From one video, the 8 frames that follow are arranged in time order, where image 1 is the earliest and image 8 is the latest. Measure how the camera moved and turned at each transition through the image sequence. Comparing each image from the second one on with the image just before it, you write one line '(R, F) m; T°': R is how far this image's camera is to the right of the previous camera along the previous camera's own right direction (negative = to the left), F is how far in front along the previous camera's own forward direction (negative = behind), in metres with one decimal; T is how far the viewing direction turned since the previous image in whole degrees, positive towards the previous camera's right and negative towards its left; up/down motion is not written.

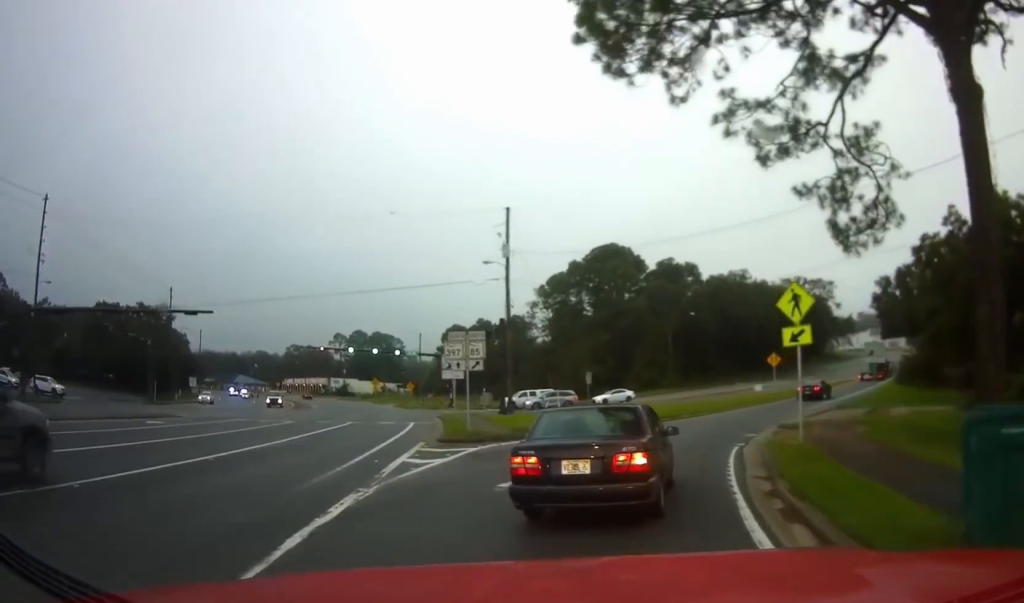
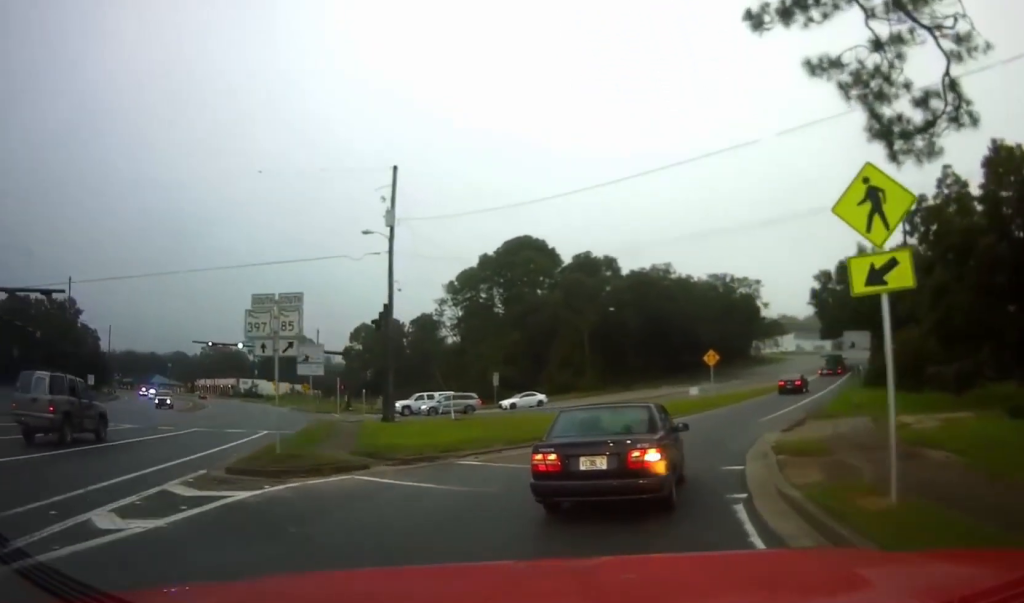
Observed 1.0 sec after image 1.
(+0.2, +7.6) m; +6°
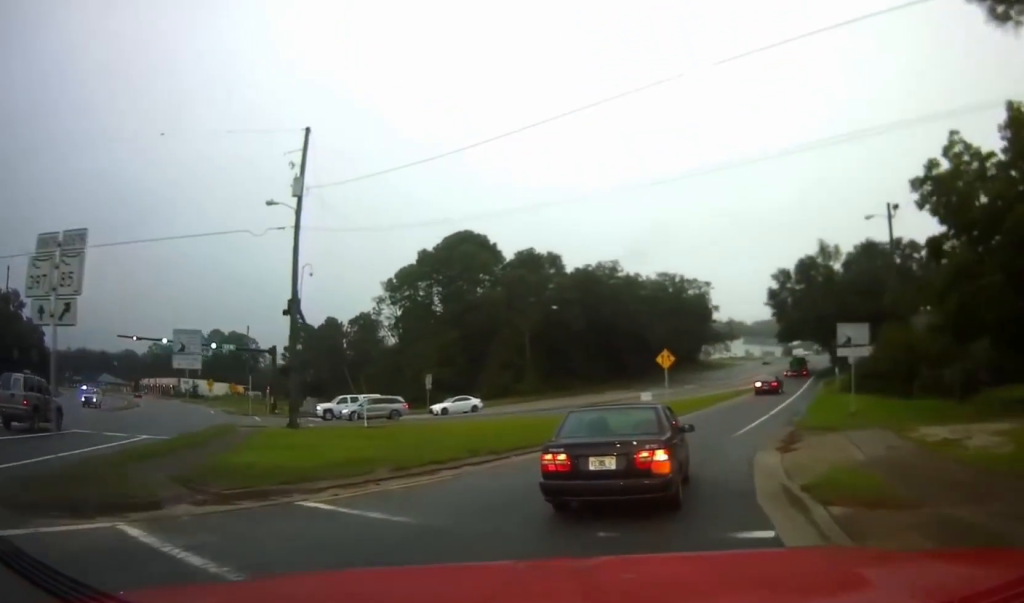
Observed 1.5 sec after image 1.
(+0.2, +5.3) m; +6°
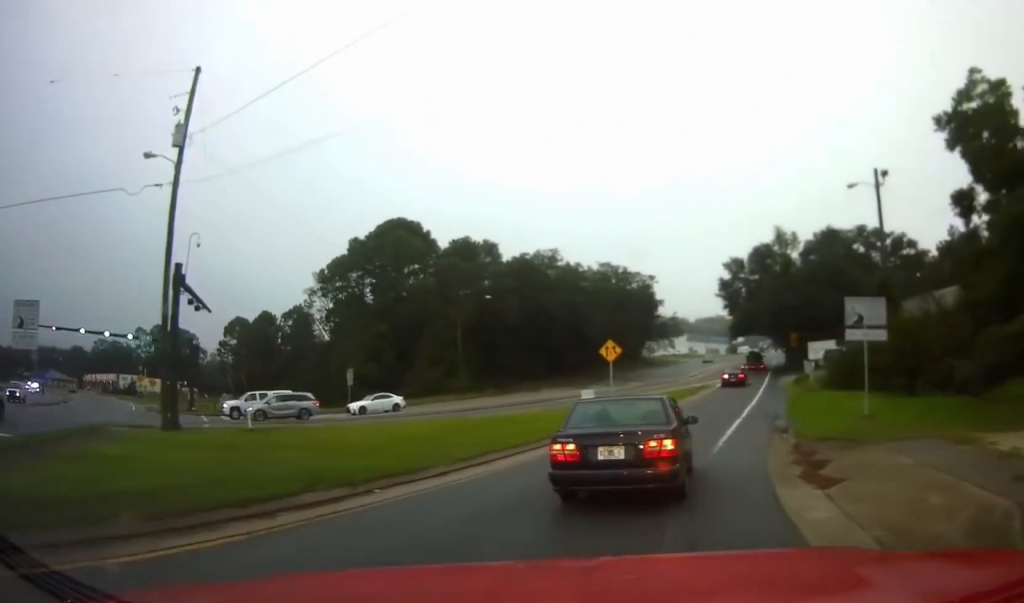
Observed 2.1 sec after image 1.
(+0.3, +6.1) m; +5°
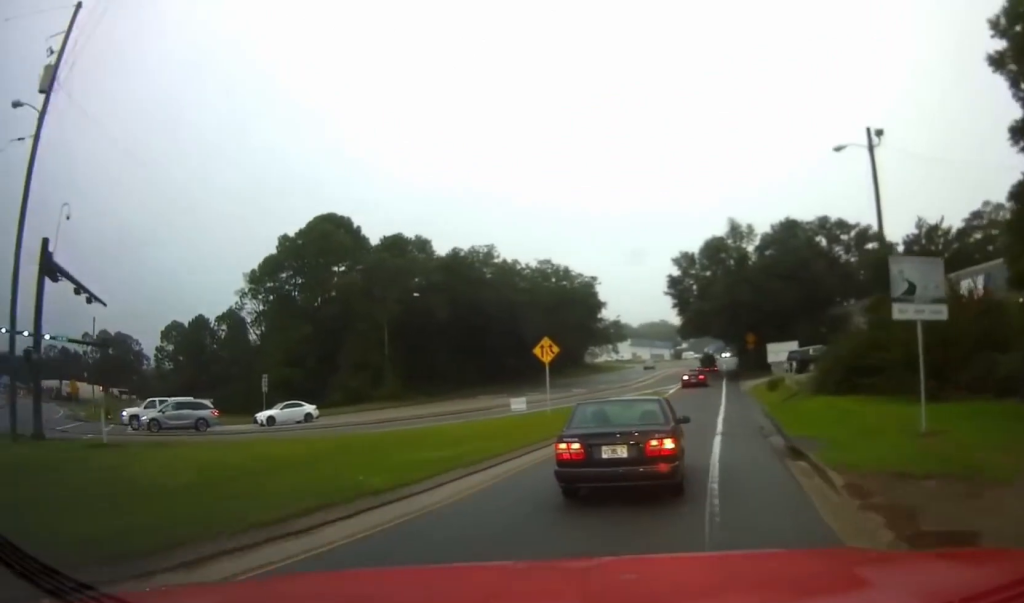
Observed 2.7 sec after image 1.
(+0.2, +5.8) m; +5°
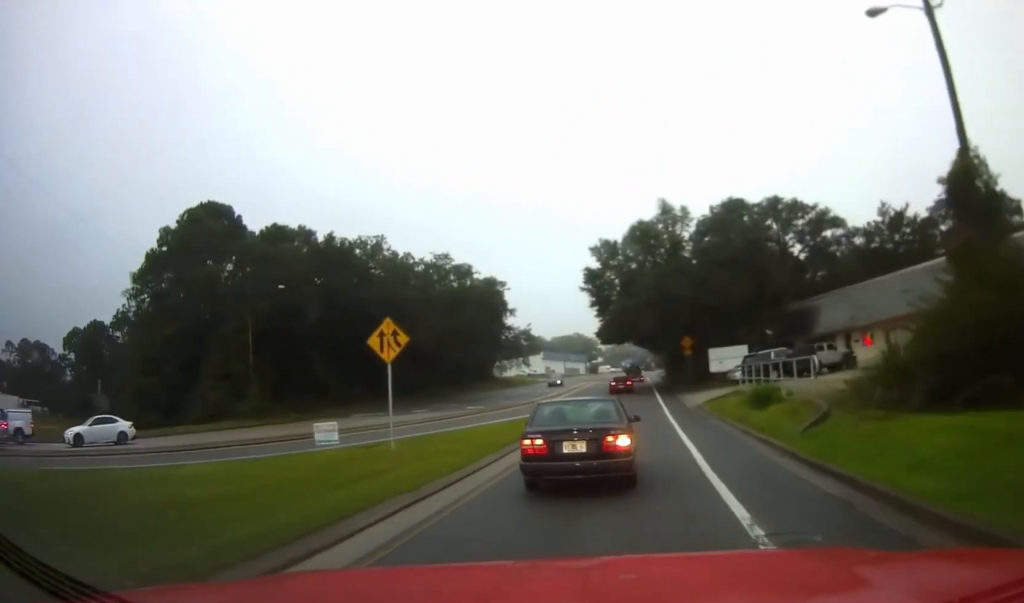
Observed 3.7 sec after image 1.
(+1.0, +12.0) m; +9°
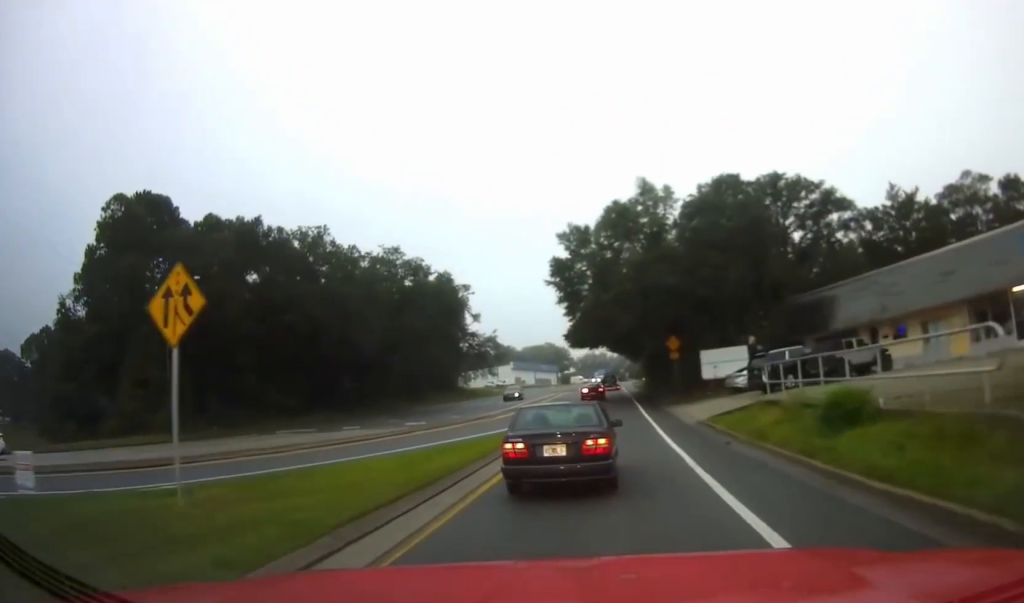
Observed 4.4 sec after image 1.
(+0.7, +8.7) m; +4°
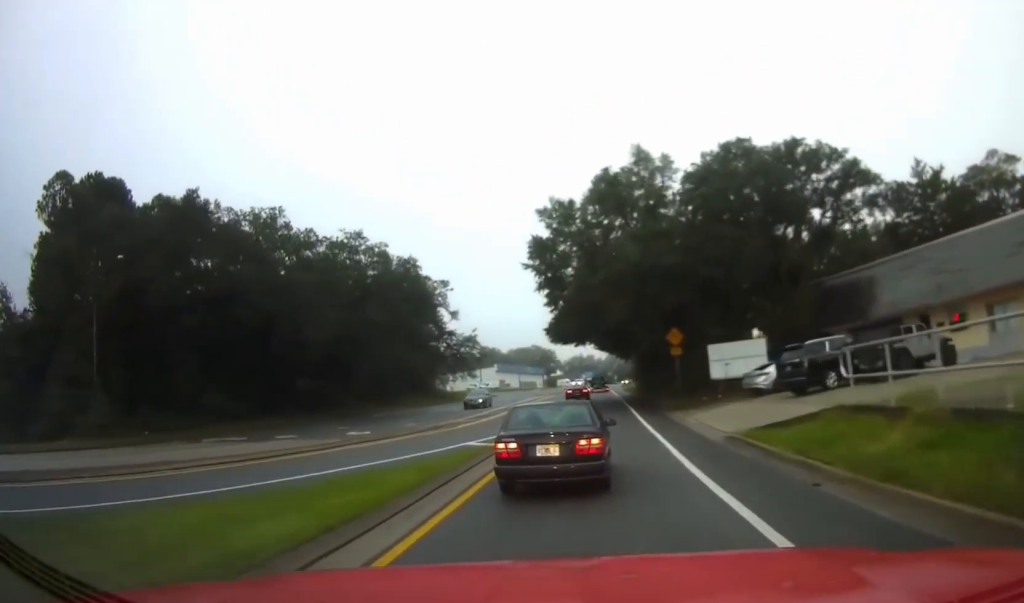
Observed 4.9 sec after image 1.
(-0.1, +6.8) m; +1°
